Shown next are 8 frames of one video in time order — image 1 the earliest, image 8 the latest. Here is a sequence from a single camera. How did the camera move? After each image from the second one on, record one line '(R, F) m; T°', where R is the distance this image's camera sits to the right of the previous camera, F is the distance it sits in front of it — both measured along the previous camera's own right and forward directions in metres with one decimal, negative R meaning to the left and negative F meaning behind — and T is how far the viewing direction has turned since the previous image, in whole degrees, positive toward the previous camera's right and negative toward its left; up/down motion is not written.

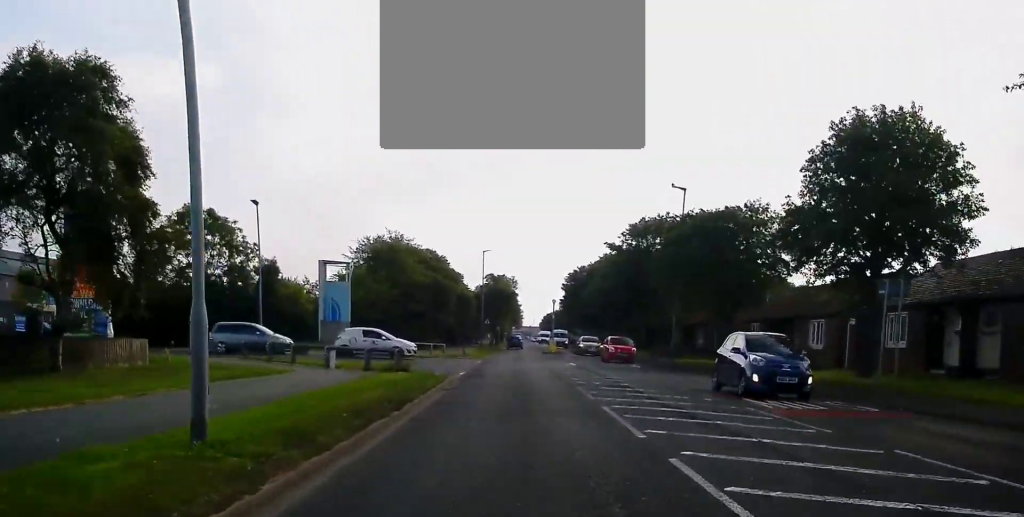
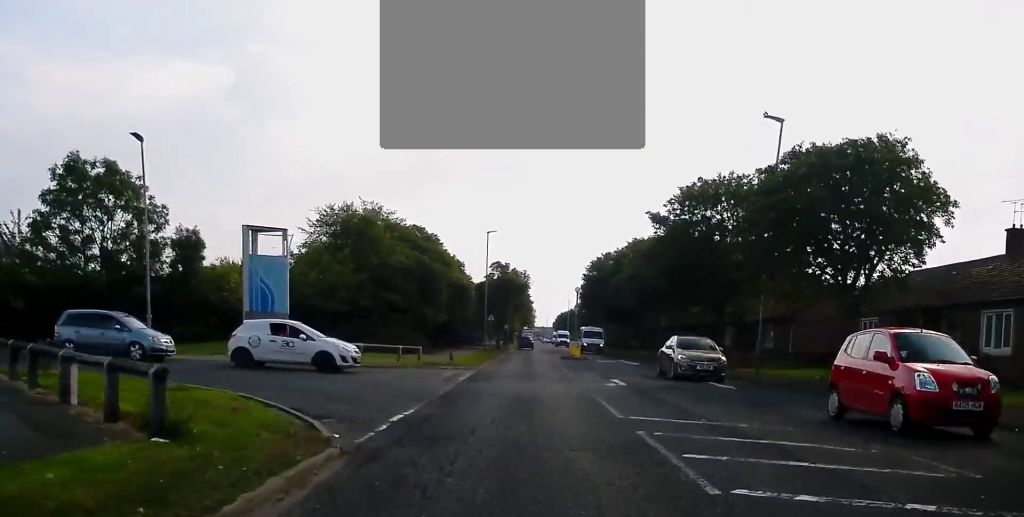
(+0.5, +15.8) m; +1°
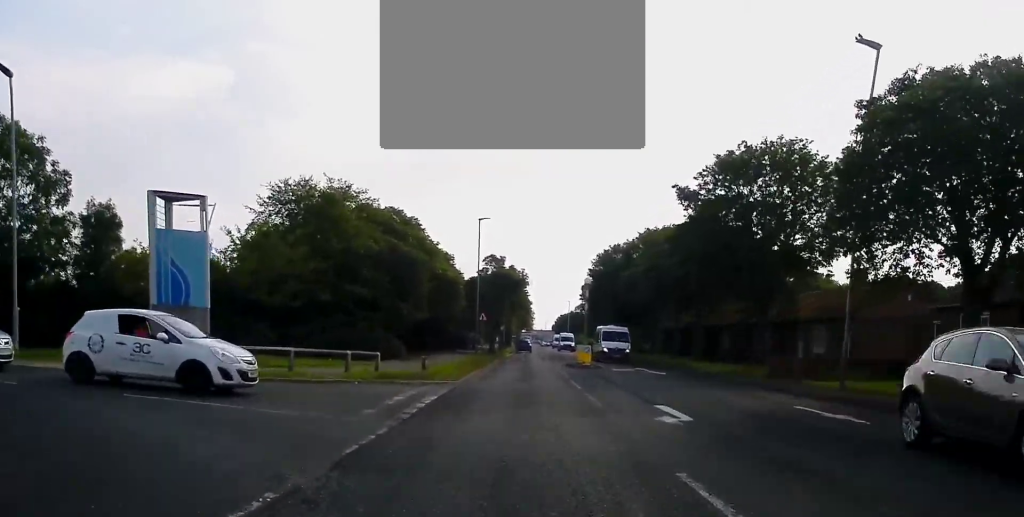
(-0.3, +9.1) m; -1°
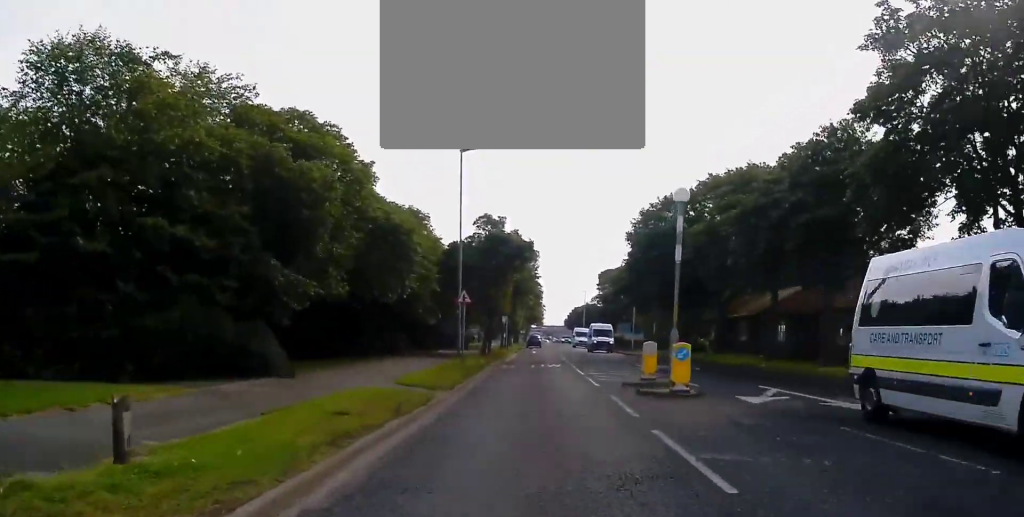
(+0.6, +21.5) m; +3°
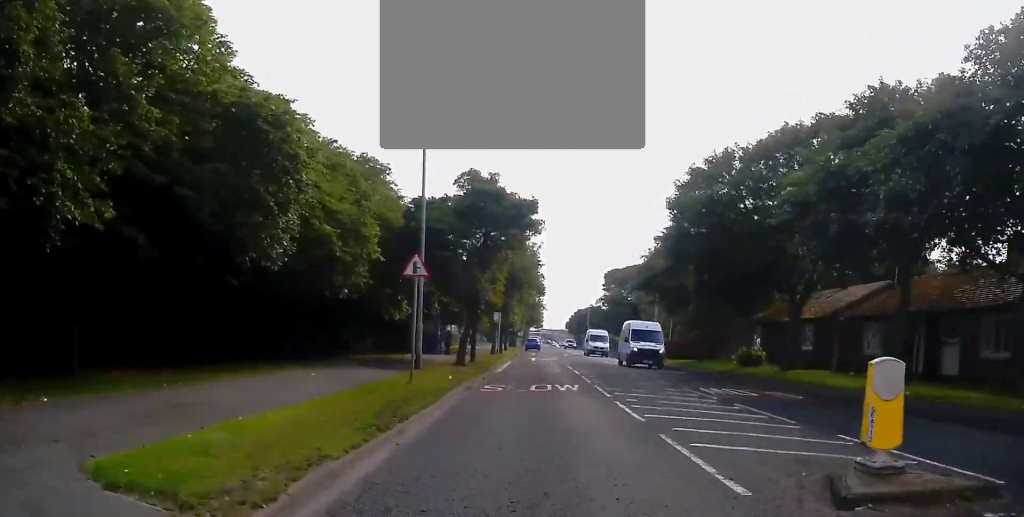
(-0.1, +13.8) m; -2°
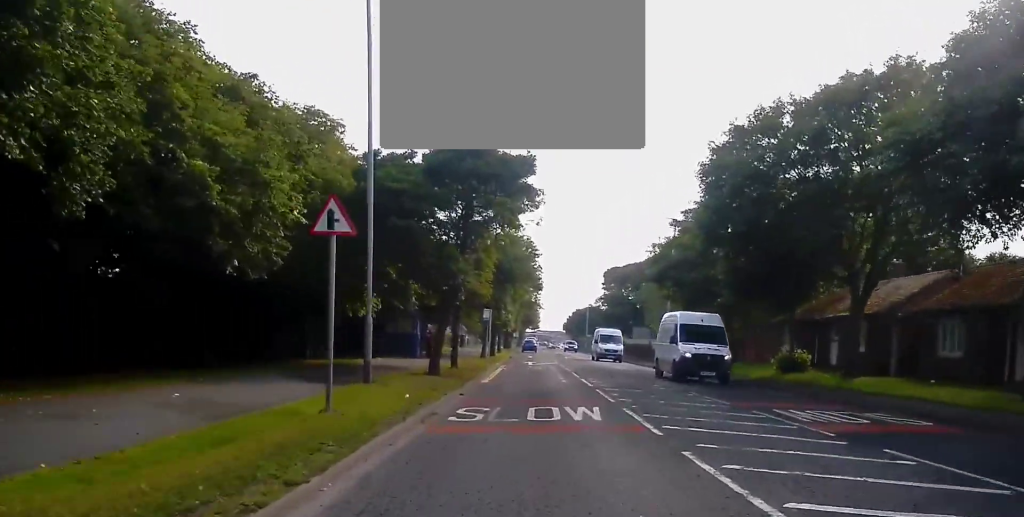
(-0.1, +7.5) m; -1°
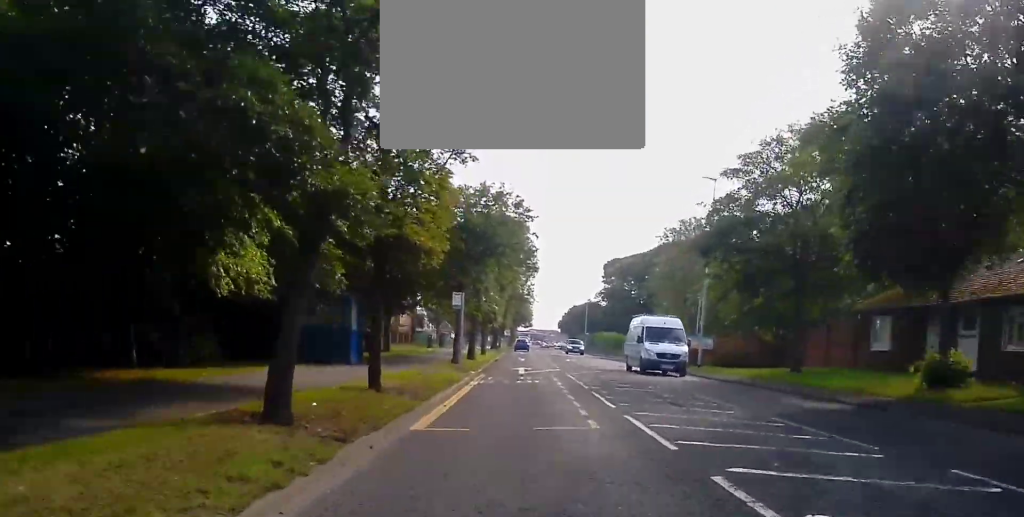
(0.0, +14.0) m; 0°
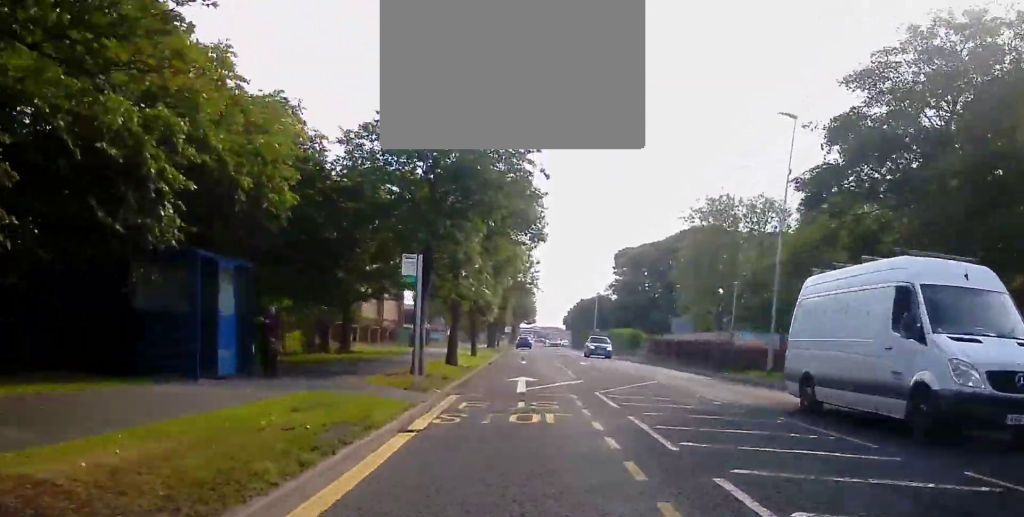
(+0.1, +12.4) m; +1°
